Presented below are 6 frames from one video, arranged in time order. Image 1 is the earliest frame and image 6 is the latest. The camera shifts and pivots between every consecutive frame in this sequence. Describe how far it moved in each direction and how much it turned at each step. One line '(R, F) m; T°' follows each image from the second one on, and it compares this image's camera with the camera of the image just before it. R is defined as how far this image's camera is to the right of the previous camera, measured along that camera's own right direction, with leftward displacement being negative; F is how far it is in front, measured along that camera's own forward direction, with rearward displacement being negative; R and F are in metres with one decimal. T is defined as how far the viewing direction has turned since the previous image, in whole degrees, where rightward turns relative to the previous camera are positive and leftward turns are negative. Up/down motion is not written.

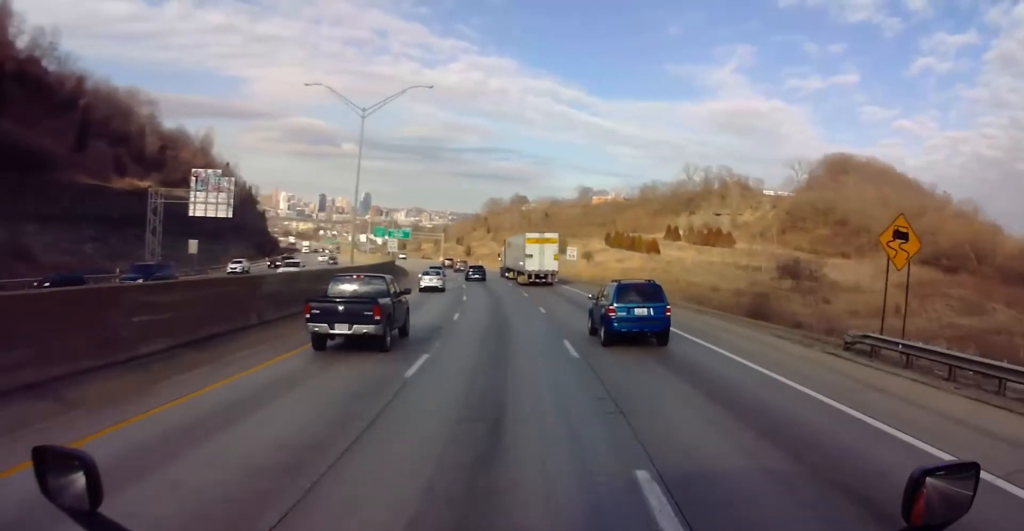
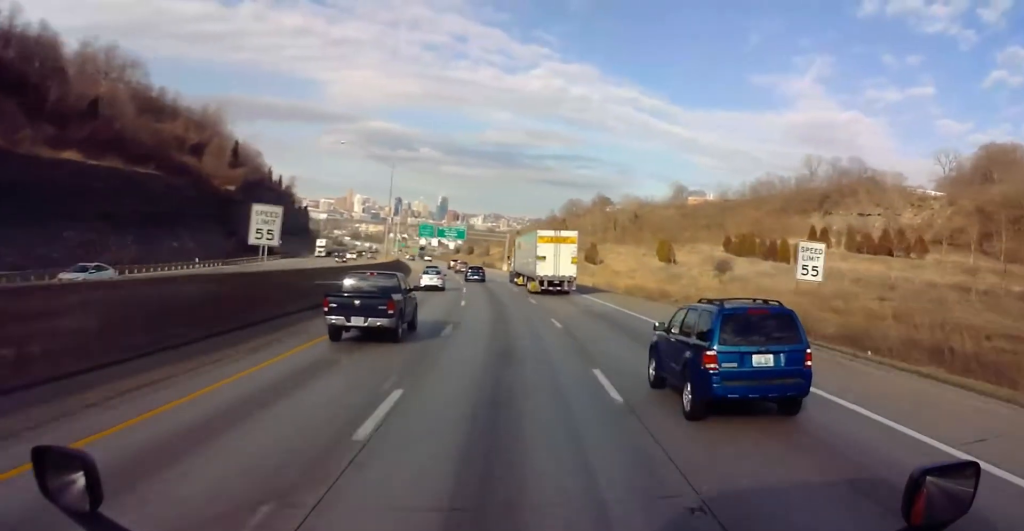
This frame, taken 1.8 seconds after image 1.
(-4.0, +53.4) m; -9°
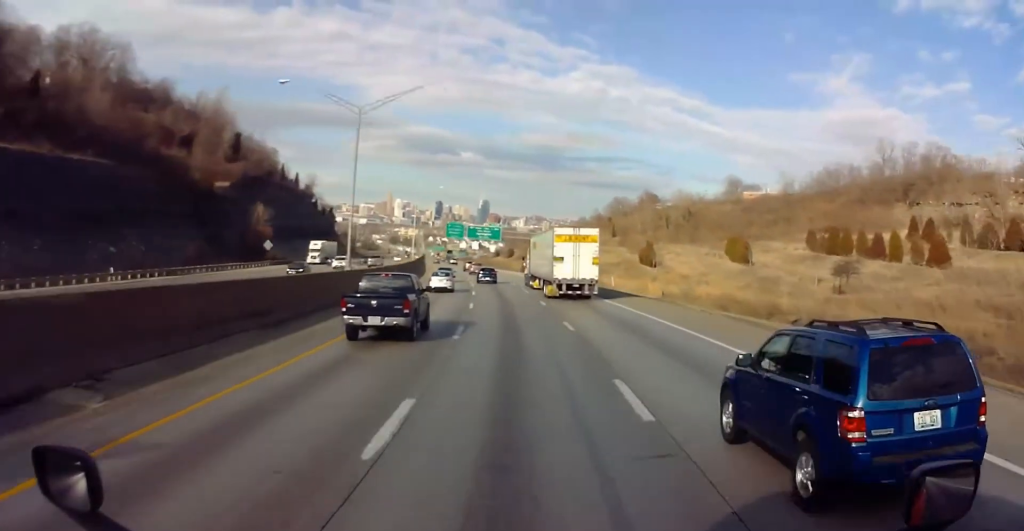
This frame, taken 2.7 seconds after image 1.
(-0.6, +25.5) m; -1°
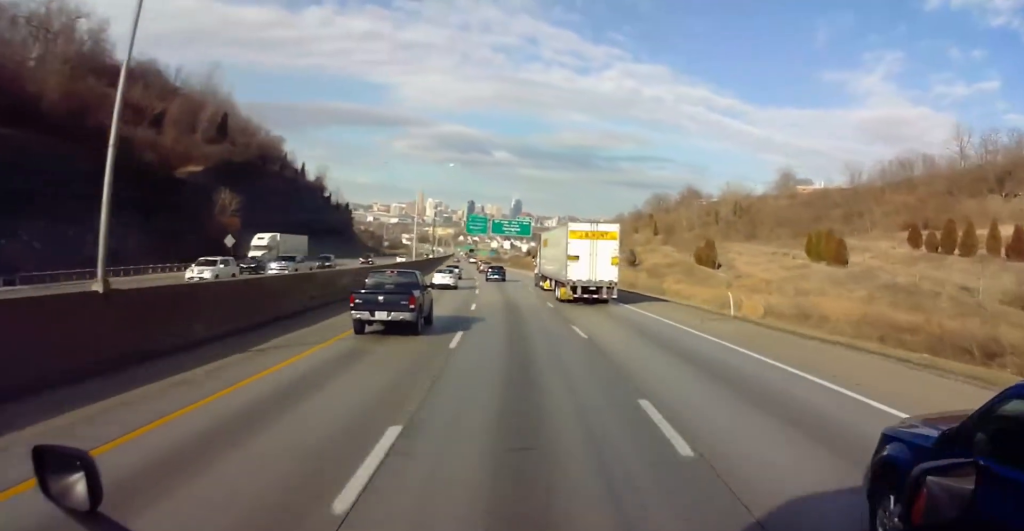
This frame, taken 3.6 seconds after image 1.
(-0.1, +26.5) m; -2°
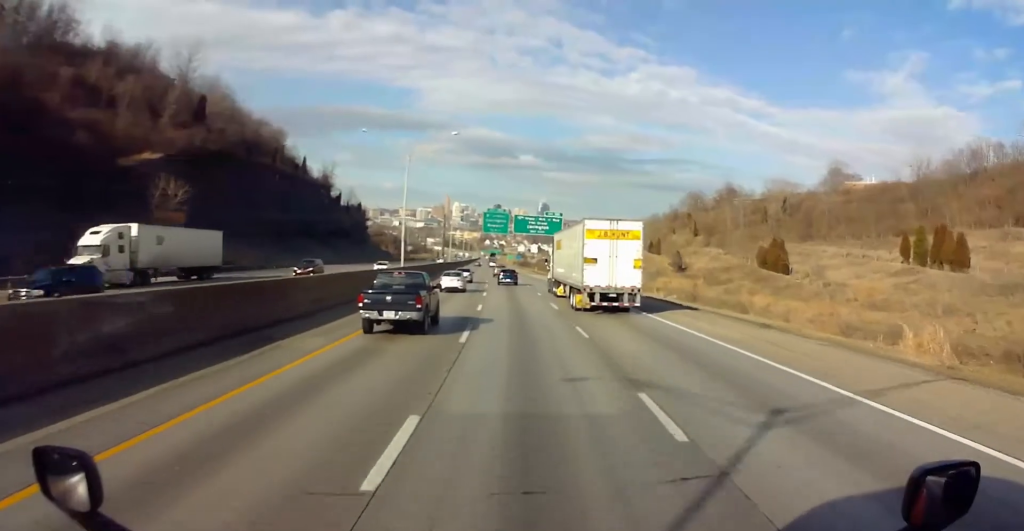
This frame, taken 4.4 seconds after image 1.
(-0.6, +23.4) m; -3°
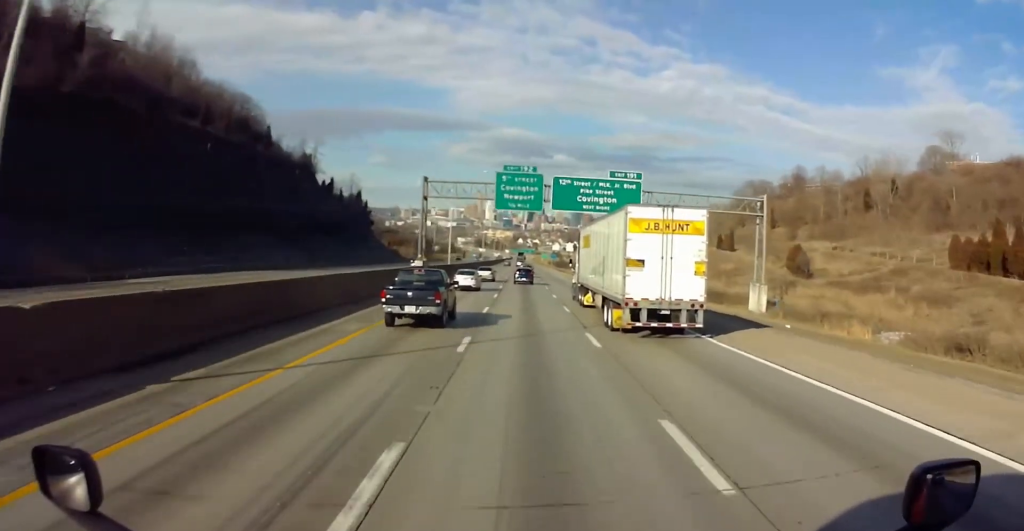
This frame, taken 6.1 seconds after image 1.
(-2.6, +50.6) m; -5°
